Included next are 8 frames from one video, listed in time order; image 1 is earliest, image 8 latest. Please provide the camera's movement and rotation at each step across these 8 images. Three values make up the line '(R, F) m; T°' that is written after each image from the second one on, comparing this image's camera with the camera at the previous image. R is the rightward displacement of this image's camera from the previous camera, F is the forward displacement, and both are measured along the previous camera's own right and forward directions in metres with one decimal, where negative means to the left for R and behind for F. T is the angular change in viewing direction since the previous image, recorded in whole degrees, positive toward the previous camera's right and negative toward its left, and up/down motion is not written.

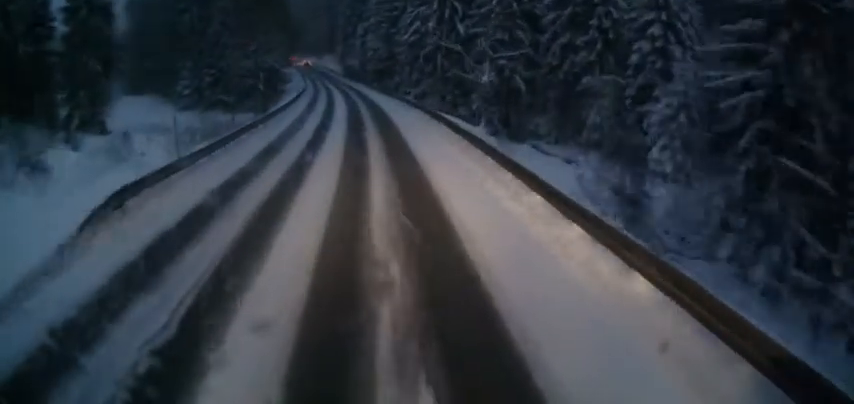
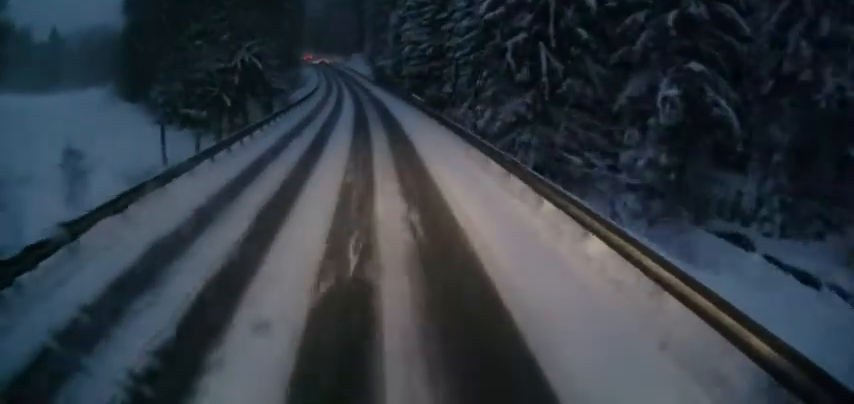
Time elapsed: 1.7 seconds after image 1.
(-0.5, +28.6) m; -3°
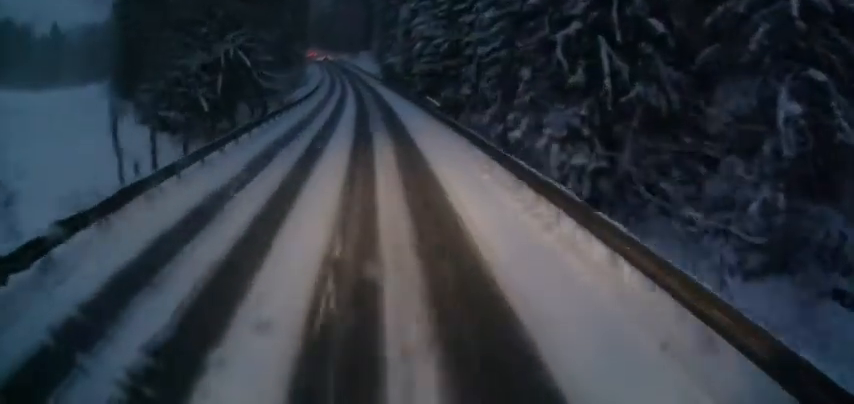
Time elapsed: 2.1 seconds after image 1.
(0.0, +6.8) m; -1°
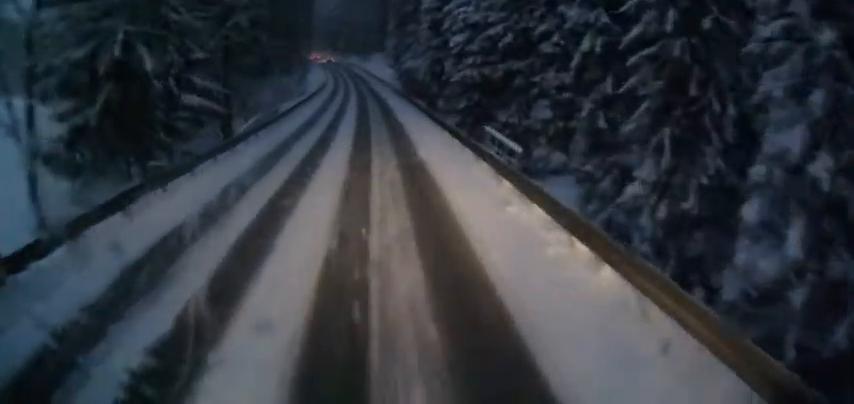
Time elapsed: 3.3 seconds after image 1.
(-0.6, +16.2) m; -4°
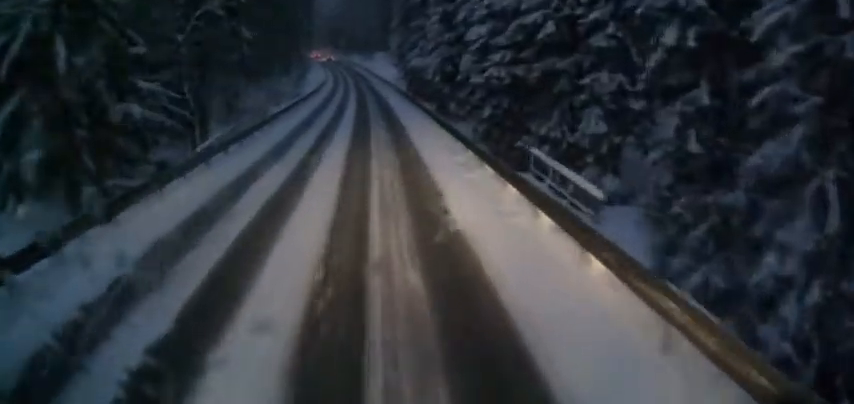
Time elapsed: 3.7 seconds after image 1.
(-0.2, +5.8) m; -1°
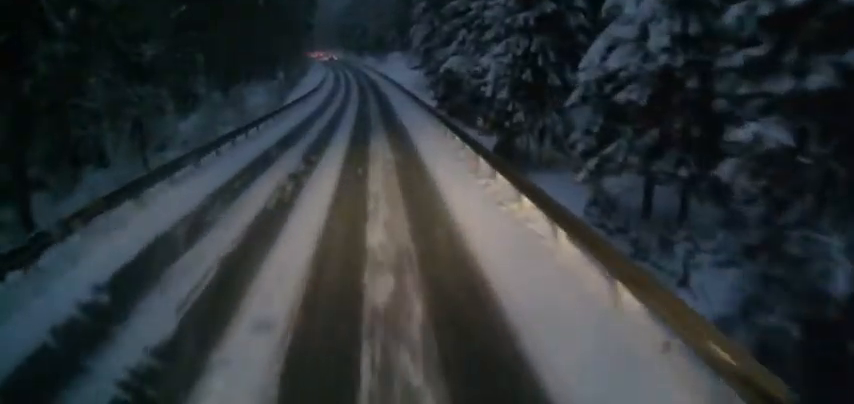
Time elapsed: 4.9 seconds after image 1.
(-0.2, +18.5) m; 0°
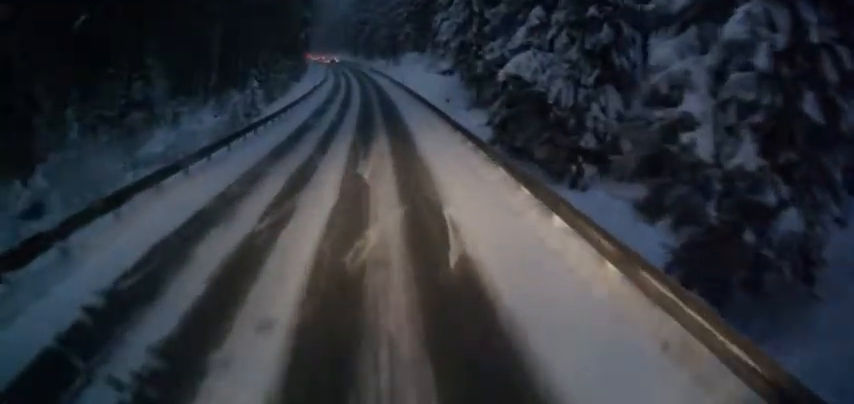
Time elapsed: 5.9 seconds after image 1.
(+0.2, +15.7) m; -1°
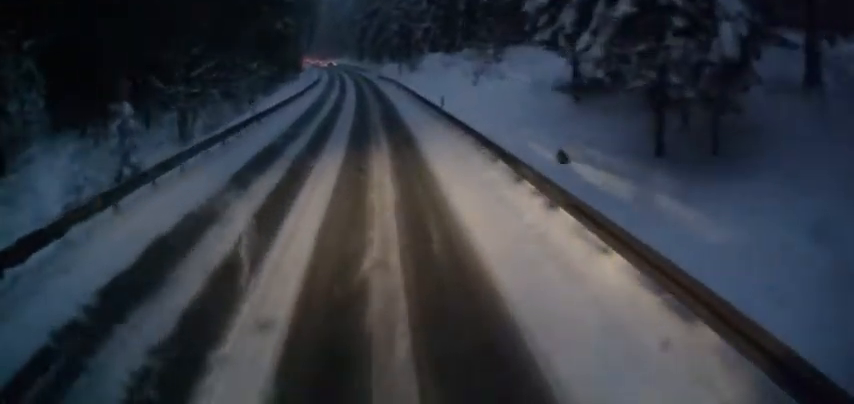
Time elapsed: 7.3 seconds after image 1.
(-0.7, +22.3) m; -3°
